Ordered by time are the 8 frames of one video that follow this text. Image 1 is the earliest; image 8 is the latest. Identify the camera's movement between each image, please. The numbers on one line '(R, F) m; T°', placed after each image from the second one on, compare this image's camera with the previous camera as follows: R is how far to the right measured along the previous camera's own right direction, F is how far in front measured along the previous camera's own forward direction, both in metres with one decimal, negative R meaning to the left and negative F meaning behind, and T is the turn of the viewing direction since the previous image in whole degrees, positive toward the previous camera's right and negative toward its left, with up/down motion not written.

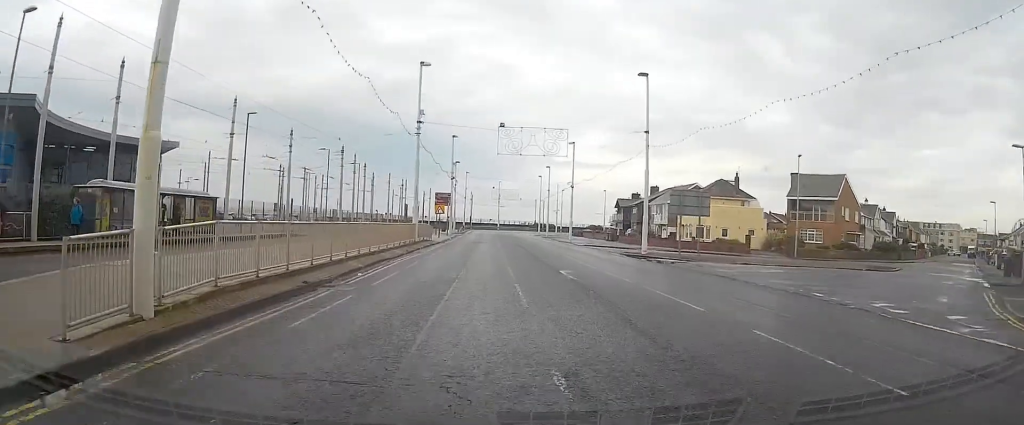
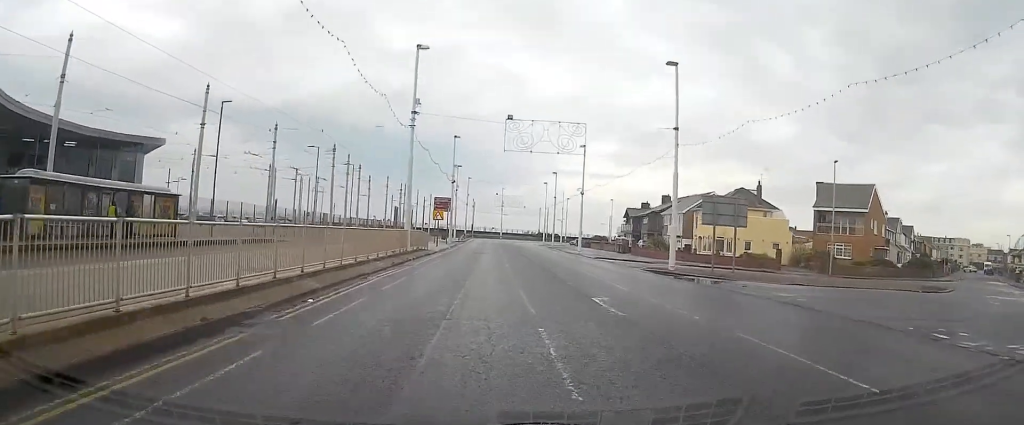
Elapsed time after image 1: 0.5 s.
(0.0, +5.3) m; +1°
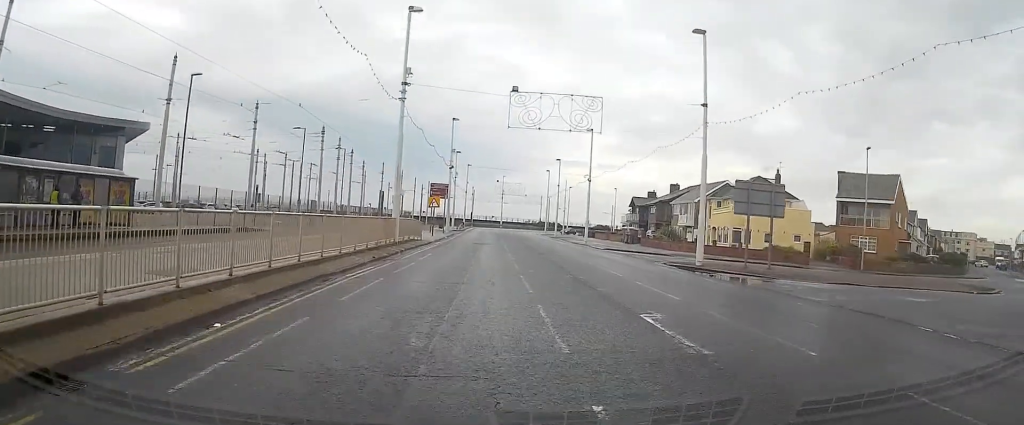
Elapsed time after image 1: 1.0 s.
(0.0, +4.4) m; +1°
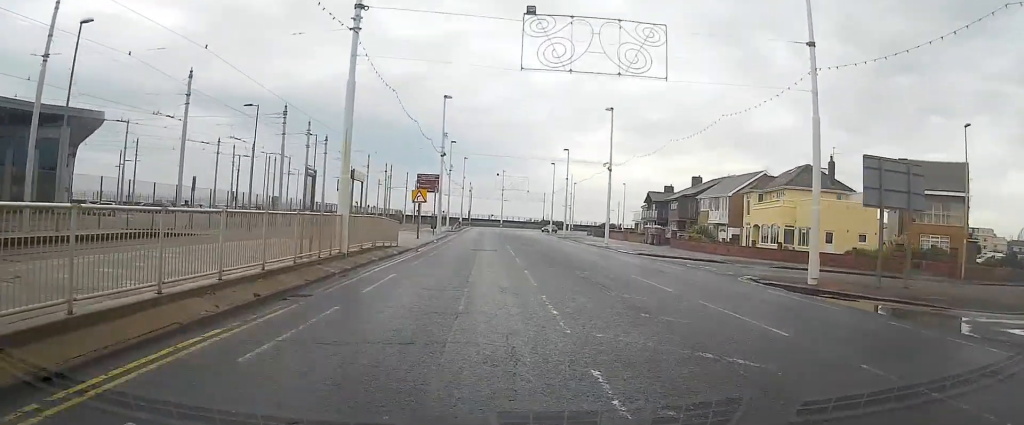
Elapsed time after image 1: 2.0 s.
(+0.3, +10.9) m; 0°
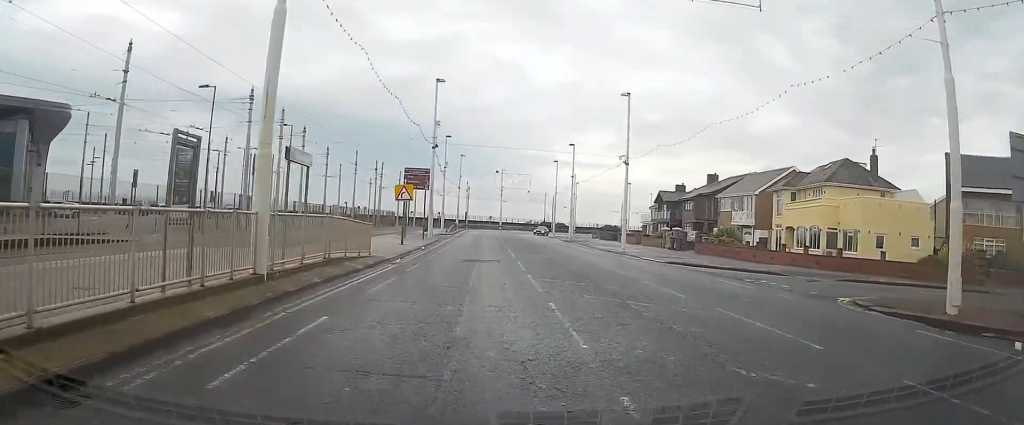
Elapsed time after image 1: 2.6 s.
(-0.2, +6.9) m; -1°
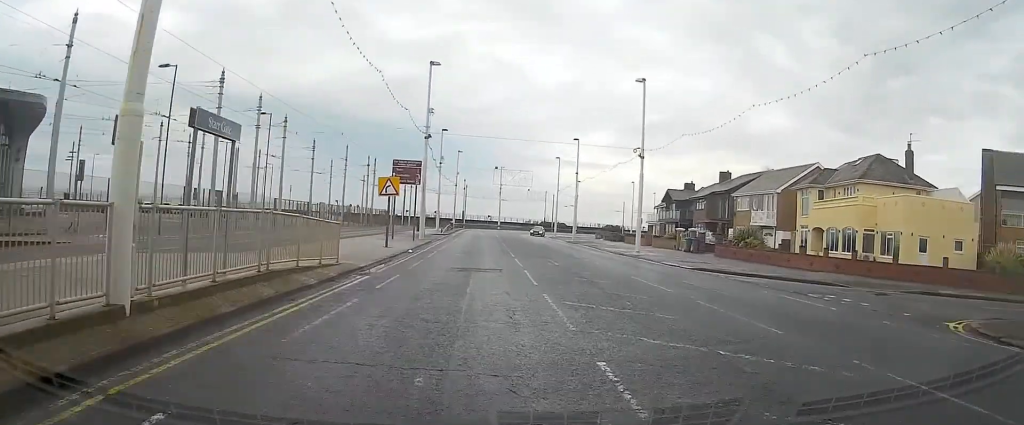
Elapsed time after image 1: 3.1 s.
(-0.2, +4.8) m; 0°
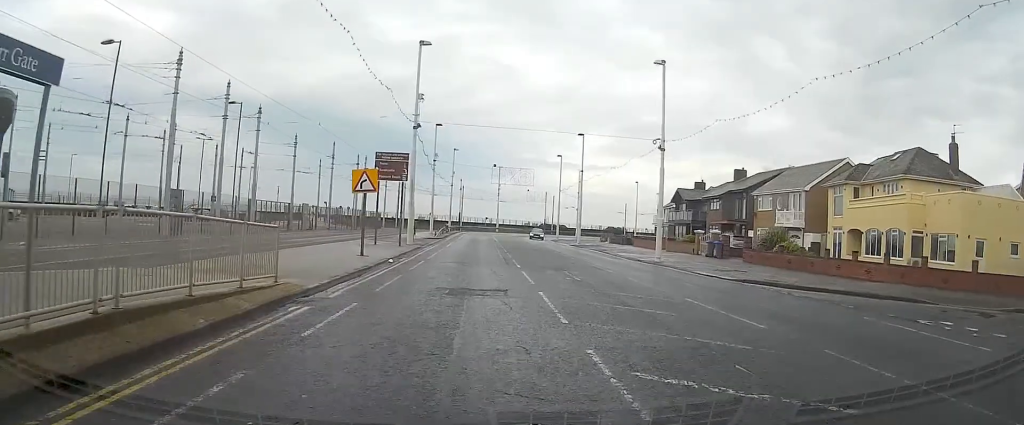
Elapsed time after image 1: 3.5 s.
(+0.1, +5.3) m; 0°
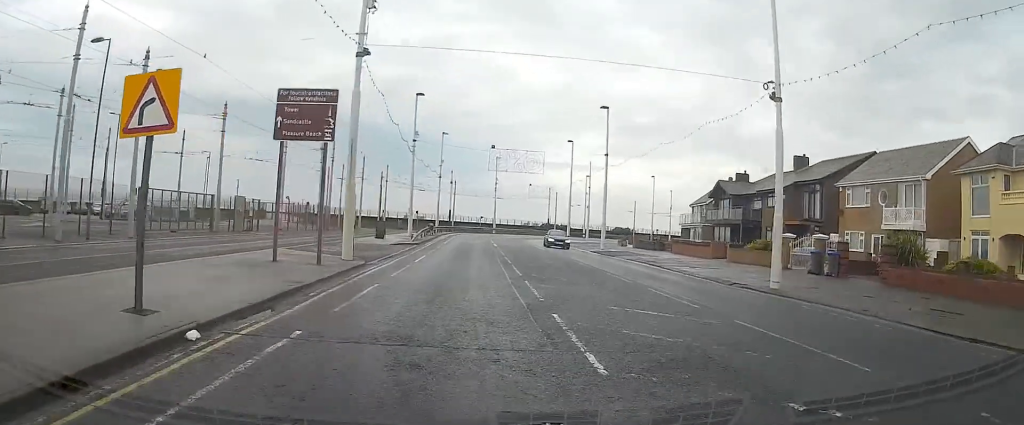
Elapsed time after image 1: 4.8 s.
(+0.3, +15.1) m; +1°
